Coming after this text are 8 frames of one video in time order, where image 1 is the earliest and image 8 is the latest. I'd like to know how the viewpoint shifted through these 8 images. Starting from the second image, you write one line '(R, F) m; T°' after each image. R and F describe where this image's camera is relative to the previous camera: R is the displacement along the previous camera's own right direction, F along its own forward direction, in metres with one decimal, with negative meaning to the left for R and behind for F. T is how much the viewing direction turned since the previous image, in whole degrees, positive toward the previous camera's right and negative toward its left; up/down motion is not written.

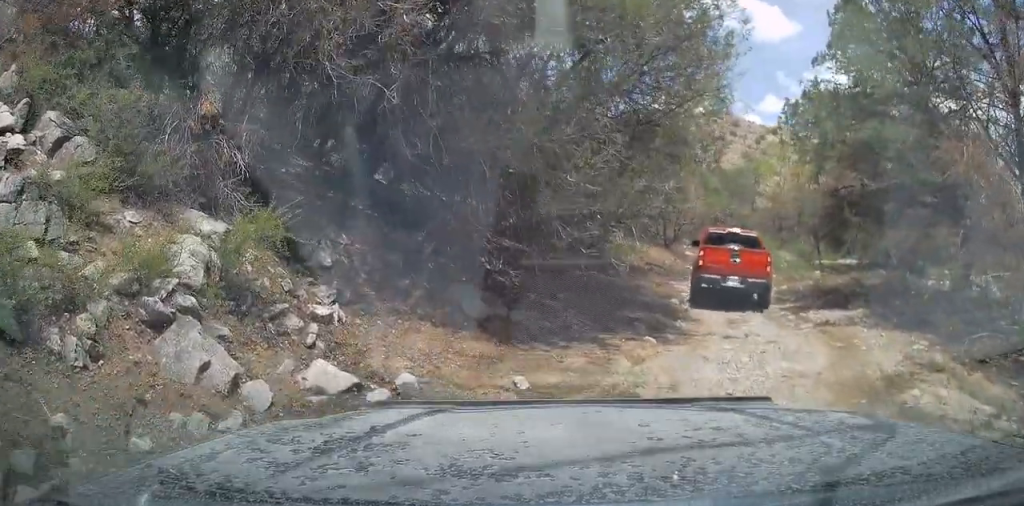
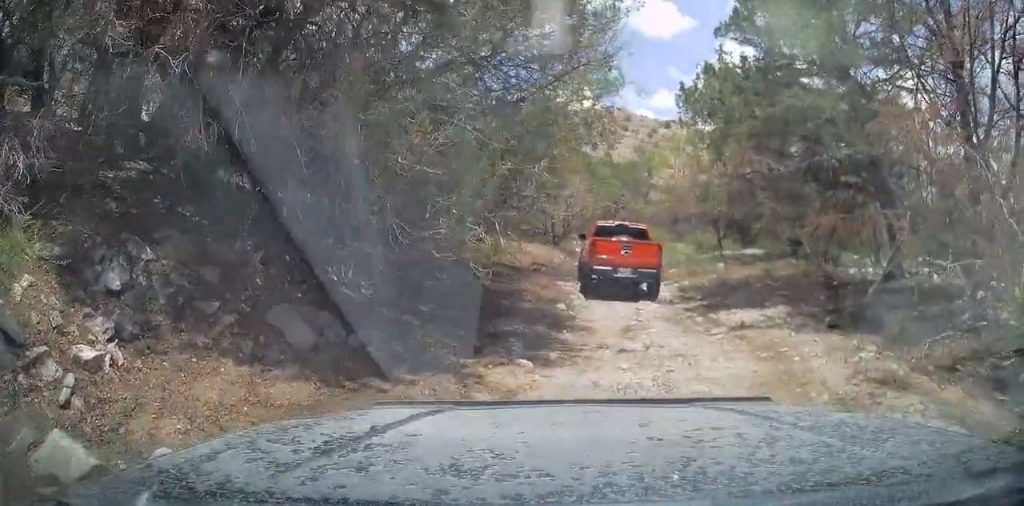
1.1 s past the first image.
(+1.1, +1.6) m; +23°
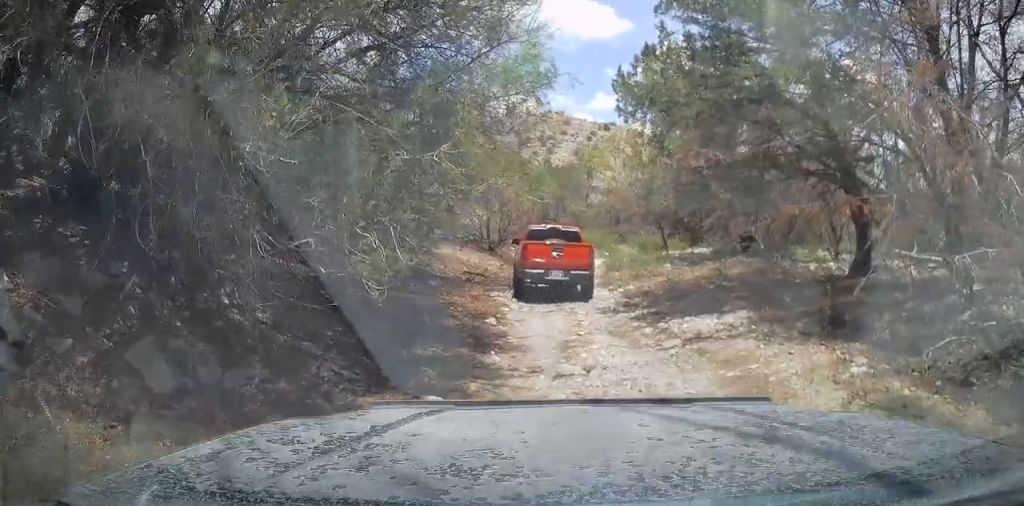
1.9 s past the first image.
(-0.2, +1.4) m; -14°
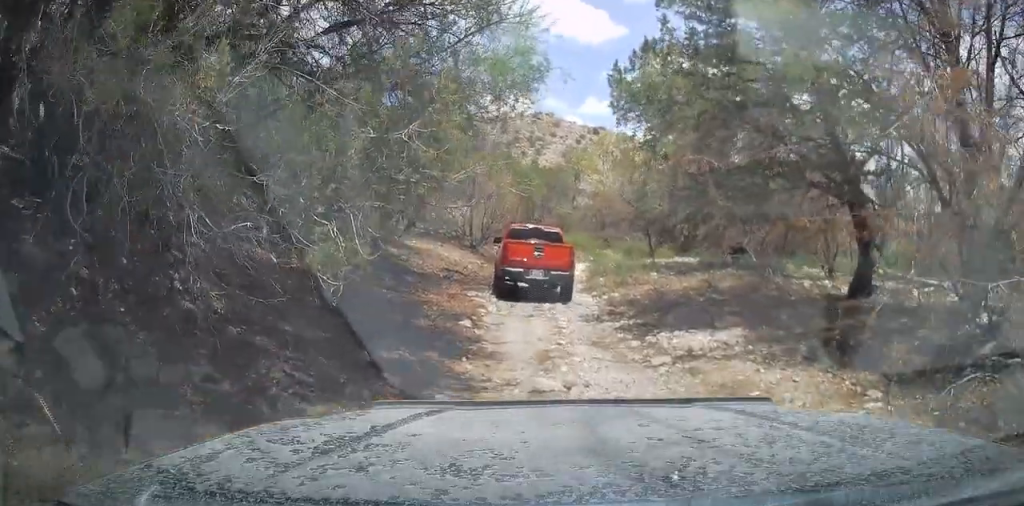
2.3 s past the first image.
(-0.1, +0.7) m; -3°
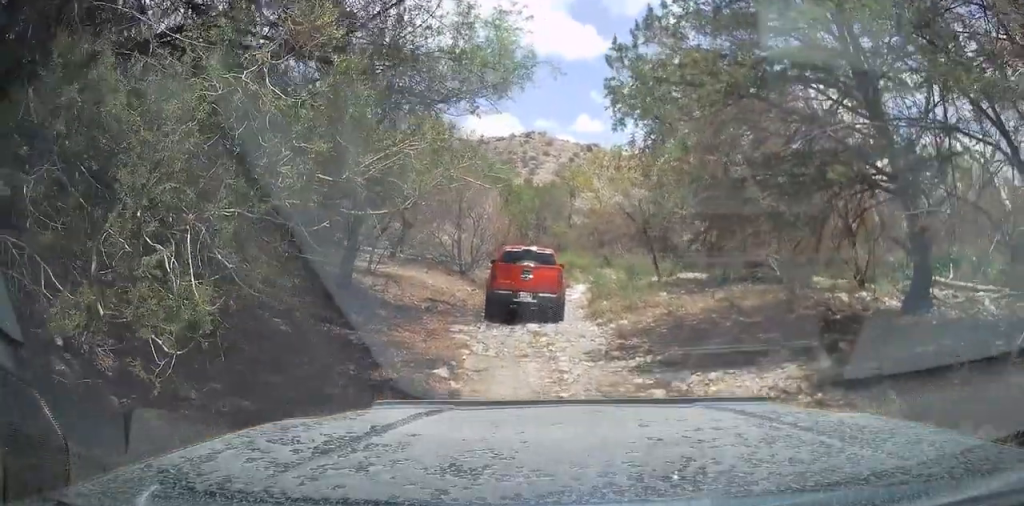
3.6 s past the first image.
(-0.1, +2.1) m; -3°
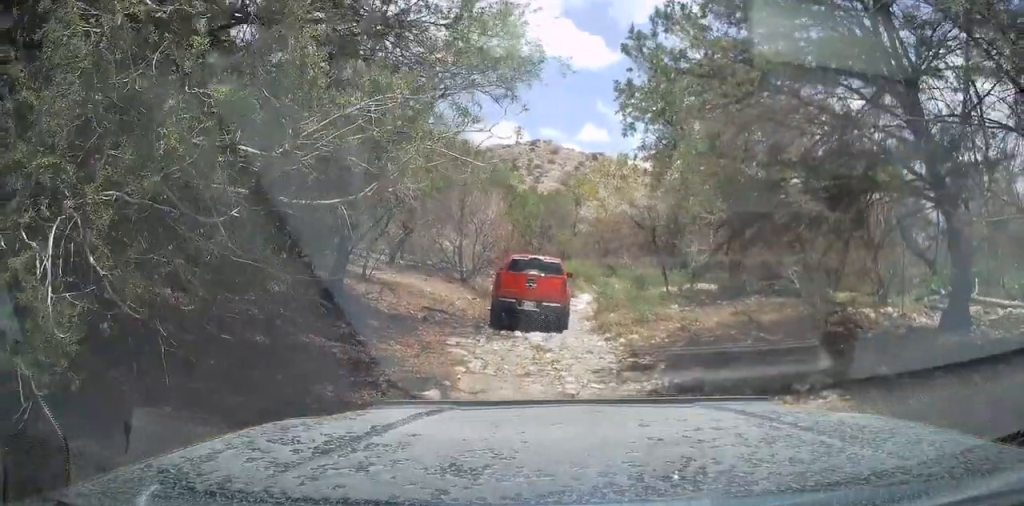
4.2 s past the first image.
(0.0, +0.9) m; 0°
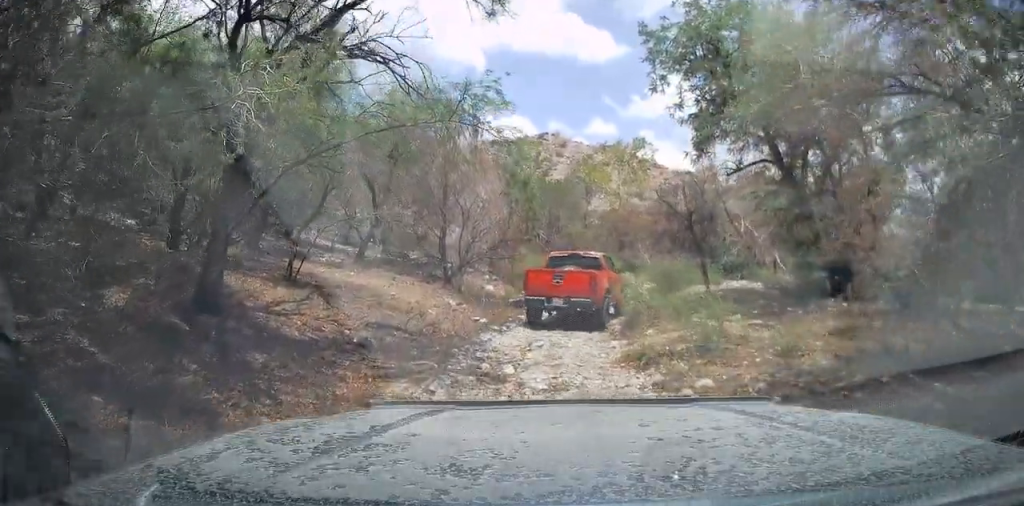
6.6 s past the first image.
(+0.5, +4.5) m; +14°
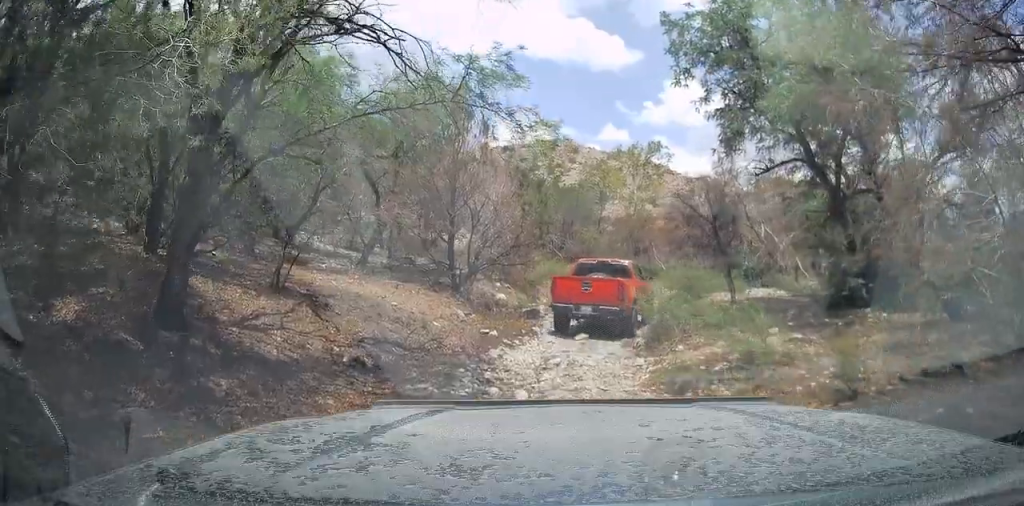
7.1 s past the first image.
(0.0, +1.3) m; 0°
